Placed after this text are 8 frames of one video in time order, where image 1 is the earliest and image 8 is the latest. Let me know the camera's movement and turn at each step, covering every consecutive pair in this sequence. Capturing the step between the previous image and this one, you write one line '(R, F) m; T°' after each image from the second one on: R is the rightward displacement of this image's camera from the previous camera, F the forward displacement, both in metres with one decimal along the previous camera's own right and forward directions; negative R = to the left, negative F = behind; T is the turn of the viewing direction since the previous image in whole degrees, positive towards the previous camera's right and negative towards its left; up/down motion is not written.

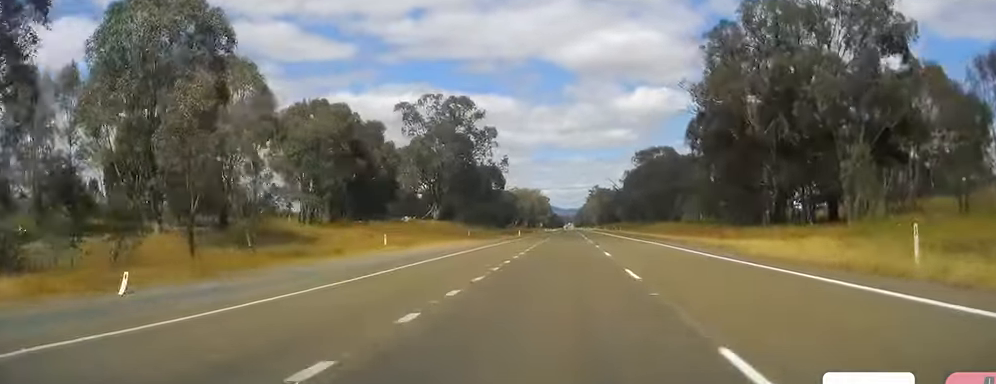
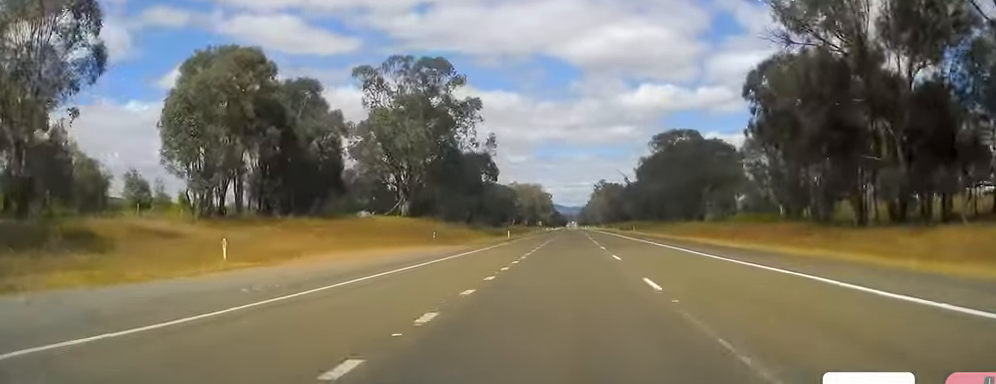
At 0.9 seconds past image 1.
(-0.2, +26.6) m; -1°
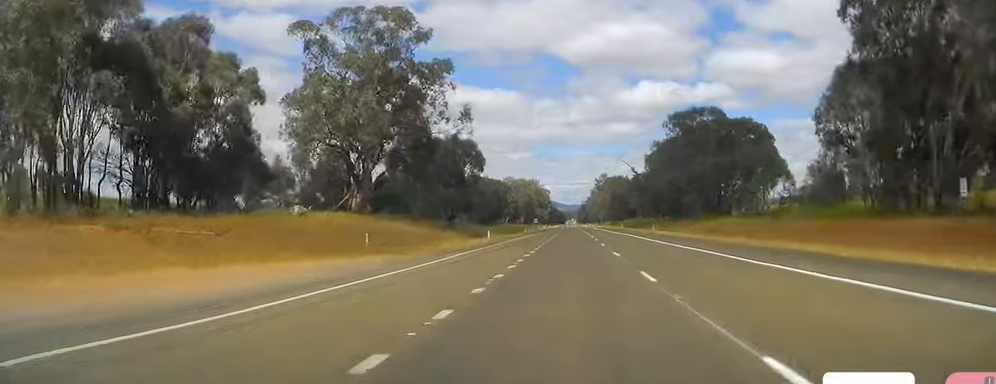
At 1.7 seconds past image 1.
(-0.2, +22.6) m; 0°
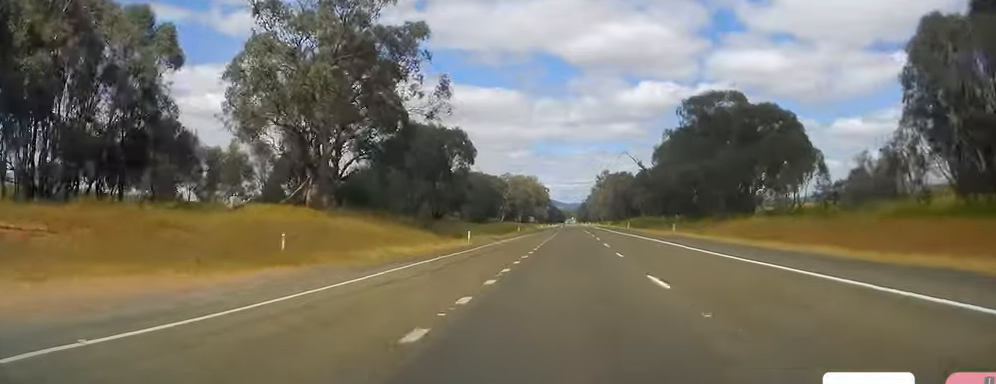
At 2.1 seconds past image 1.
(+0.1, +13.7) m; 0°
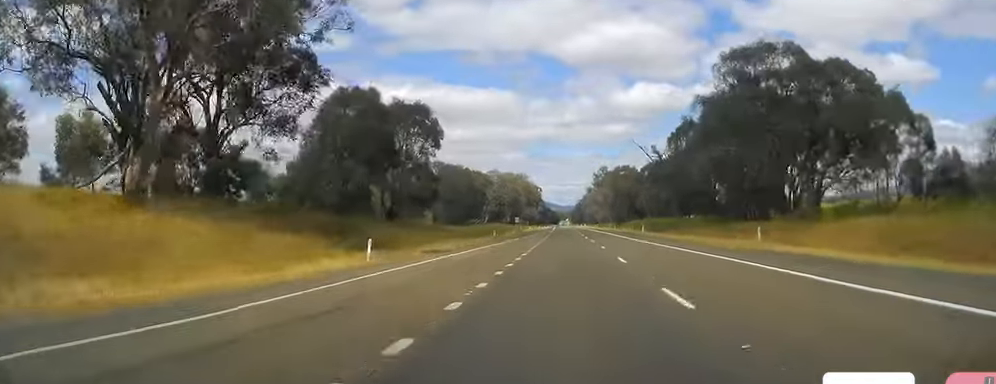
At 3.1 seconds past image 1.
(0.0, +27.5) m; 0°
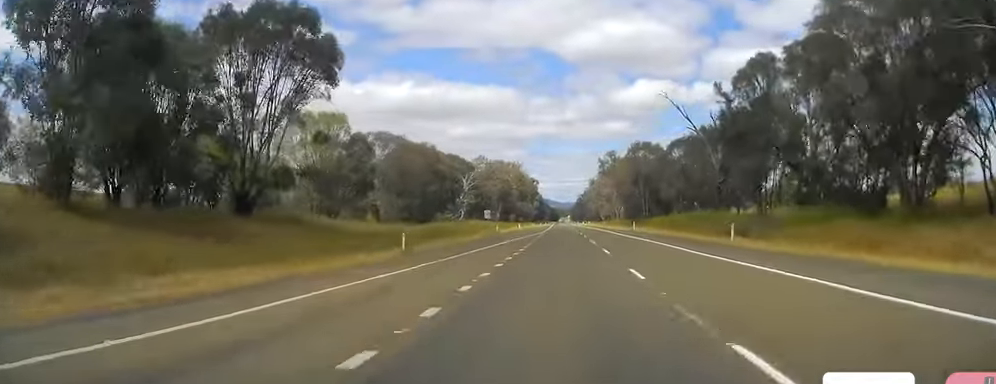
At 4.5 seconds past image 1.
(-0.2, +43.0) m; +1°
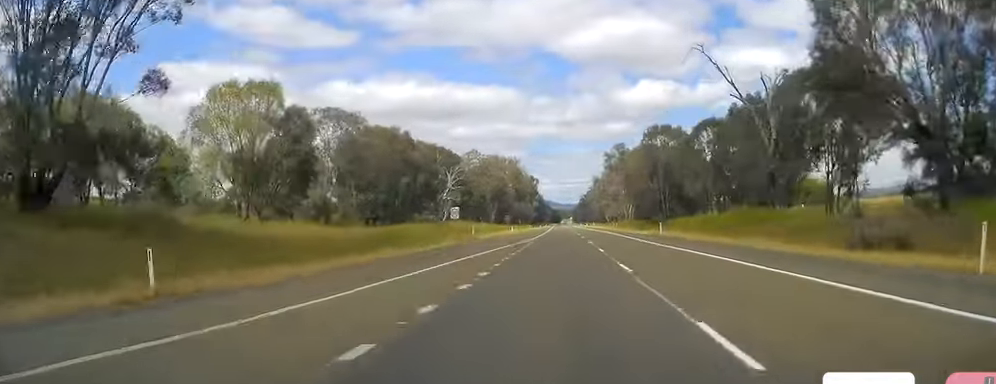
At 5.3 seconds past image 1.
(+0.4, +22.5) m; 0°
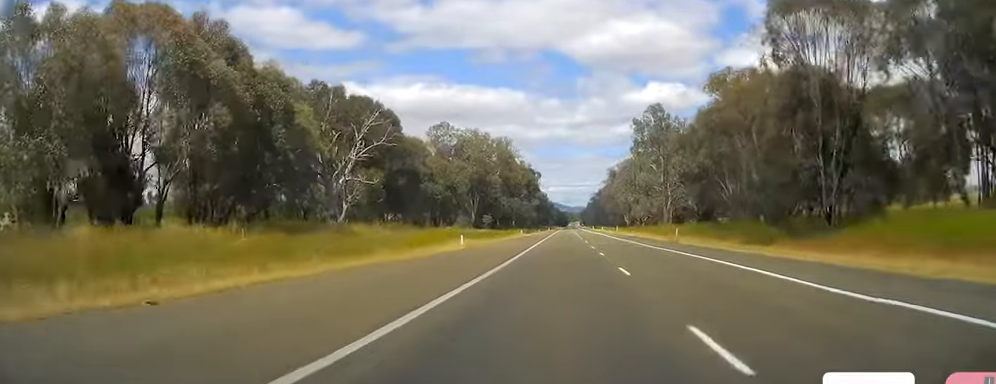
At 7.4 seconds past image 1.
(+0.4, +60.6) m; 0°
